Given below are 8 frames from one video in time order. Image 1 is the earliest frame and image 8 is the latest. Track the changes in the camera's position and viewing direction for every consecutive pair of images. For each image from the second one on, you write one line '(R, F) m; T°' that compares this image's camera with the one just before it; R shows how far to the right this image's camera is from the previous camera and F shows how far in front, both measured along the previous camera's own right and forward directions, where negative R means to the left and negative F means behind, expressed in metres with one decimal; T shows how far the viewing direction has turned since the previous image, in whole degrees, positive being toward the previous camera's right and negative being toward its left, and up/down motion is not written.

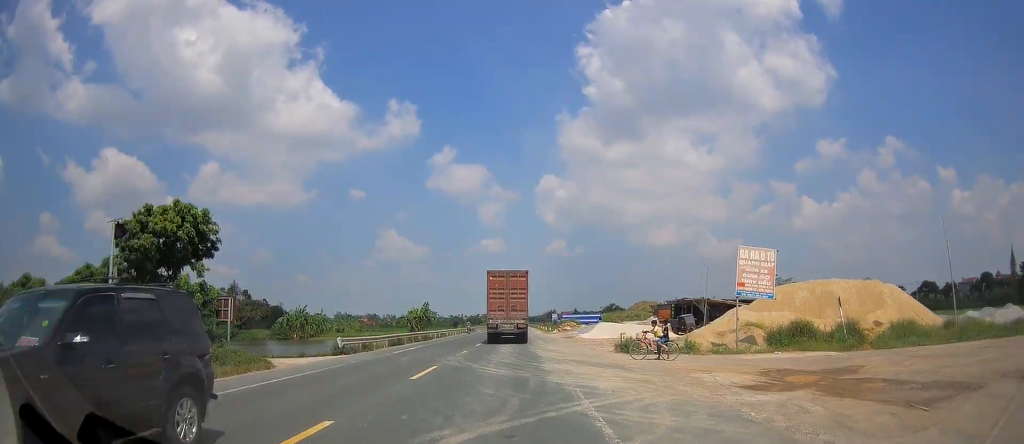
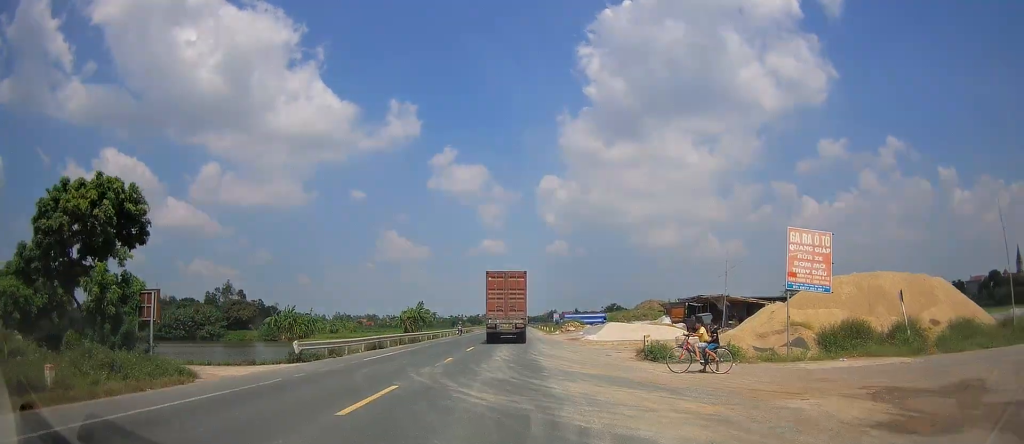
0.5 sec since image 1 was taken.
(-0.1, +5.3) m; +1°
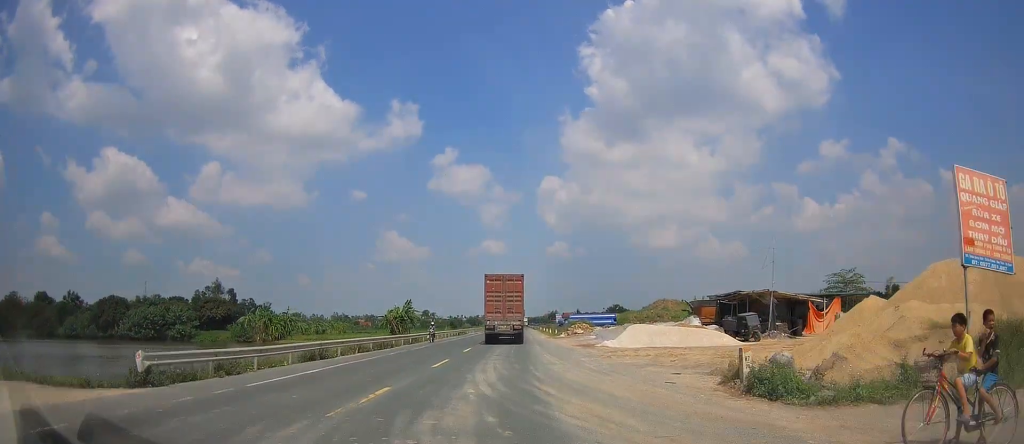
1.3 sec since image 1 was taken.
(+0.2, +10.0) m; 0°
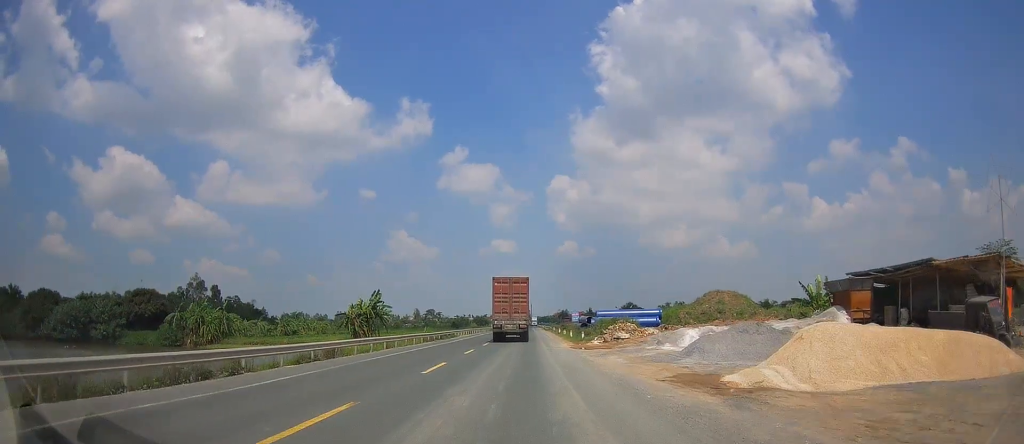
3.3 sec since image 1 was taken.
(-0.2, +22.4) m; 0°
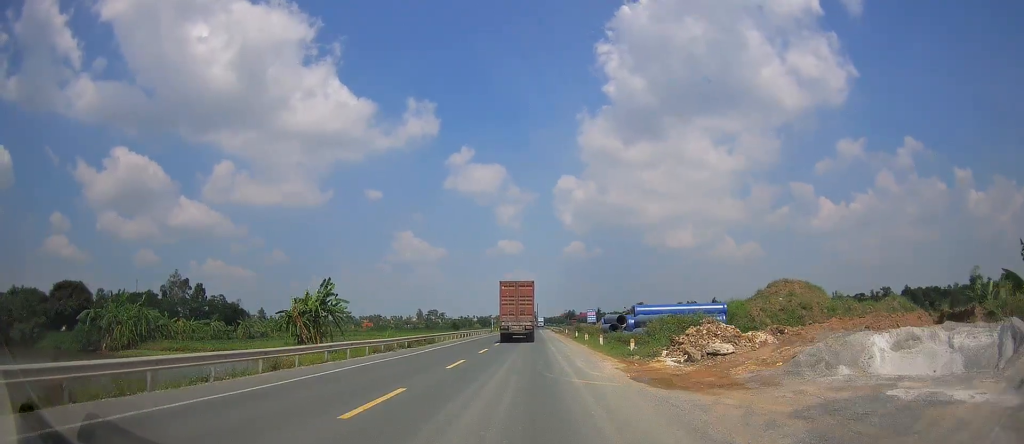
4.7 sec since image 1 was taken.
(0.0, +17.3) m; -1°
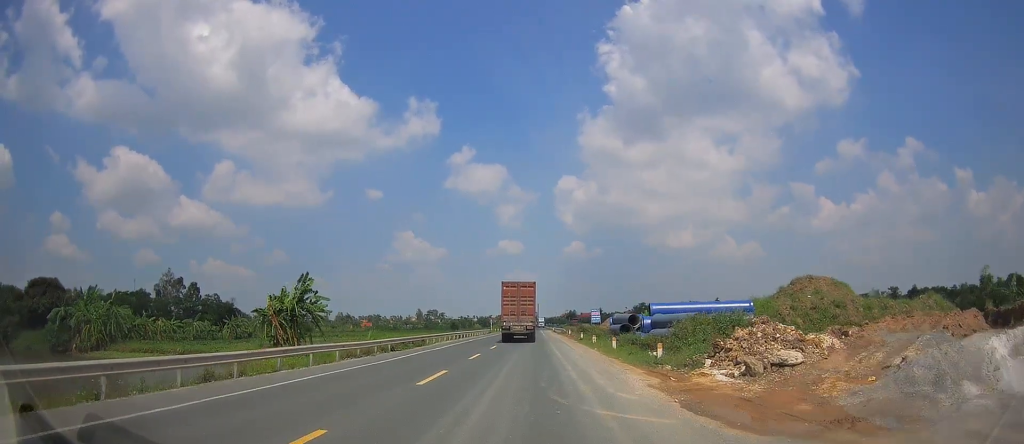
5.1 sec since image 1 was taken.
(-0.1, +4.8) m; -1°
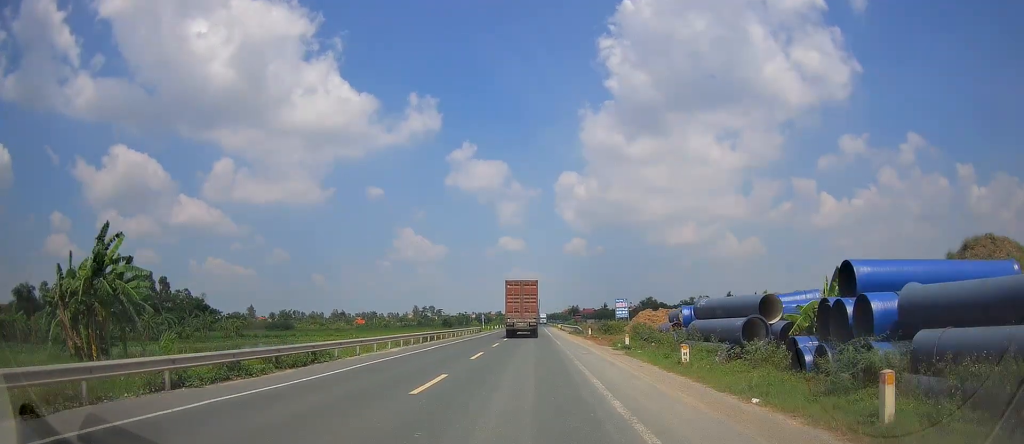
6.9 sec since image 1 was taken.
(-0.2, +21.5) m; 0°
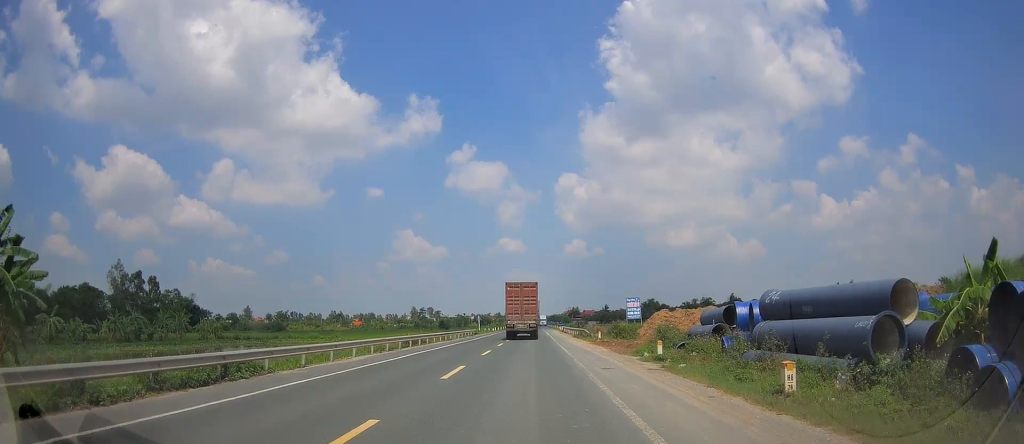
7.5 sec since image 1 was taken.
(0.0, +6.5) m; 0°
